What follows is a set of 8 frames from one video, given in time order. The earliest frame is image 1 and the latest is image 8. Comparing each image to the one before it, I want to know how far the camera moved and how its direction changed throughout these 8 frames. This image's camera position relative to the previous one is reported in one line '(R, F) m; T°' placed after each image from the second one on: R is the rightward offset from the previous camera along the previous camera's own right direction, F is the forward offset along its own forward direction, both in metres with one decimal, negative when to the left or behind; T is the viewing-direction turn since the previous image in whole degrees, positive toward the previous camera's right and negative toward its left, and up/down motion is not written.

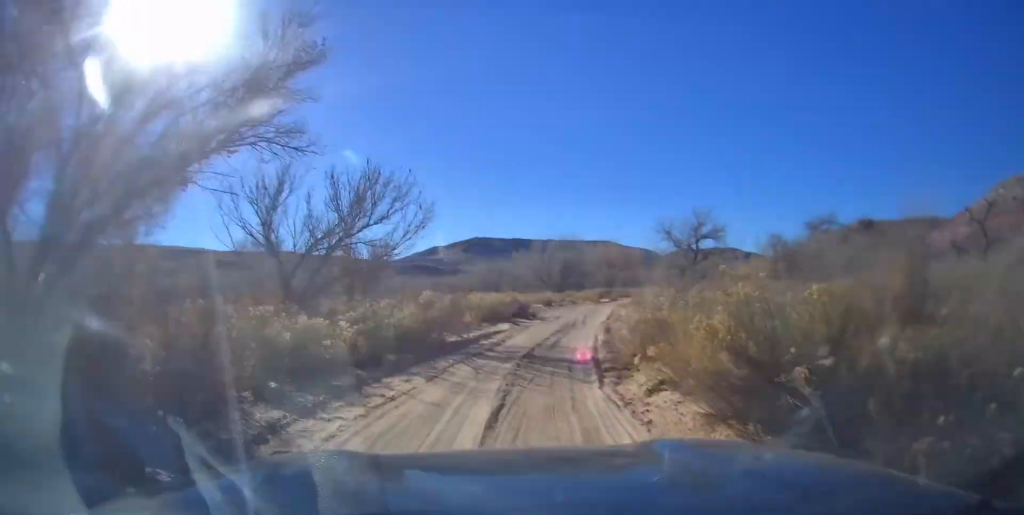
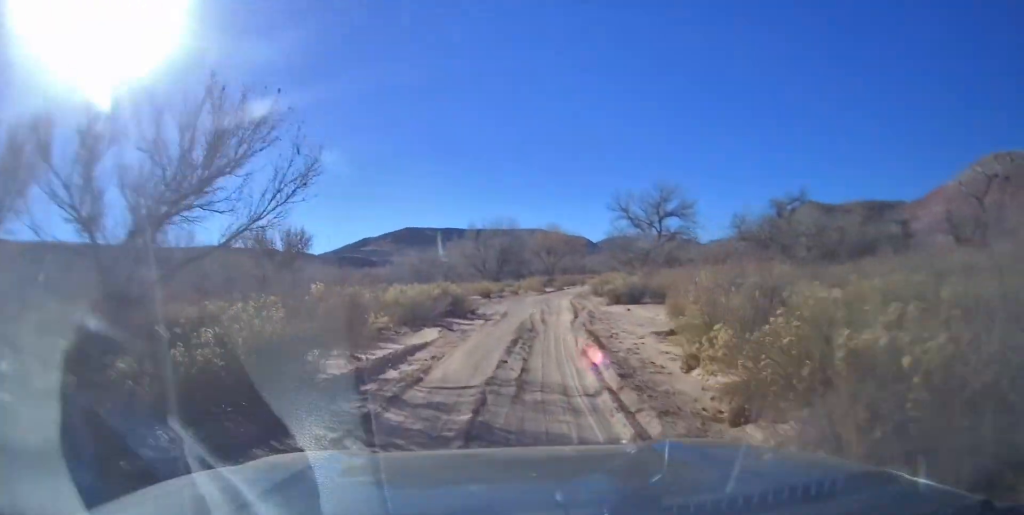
(+0.2, +8.7) m; +3°
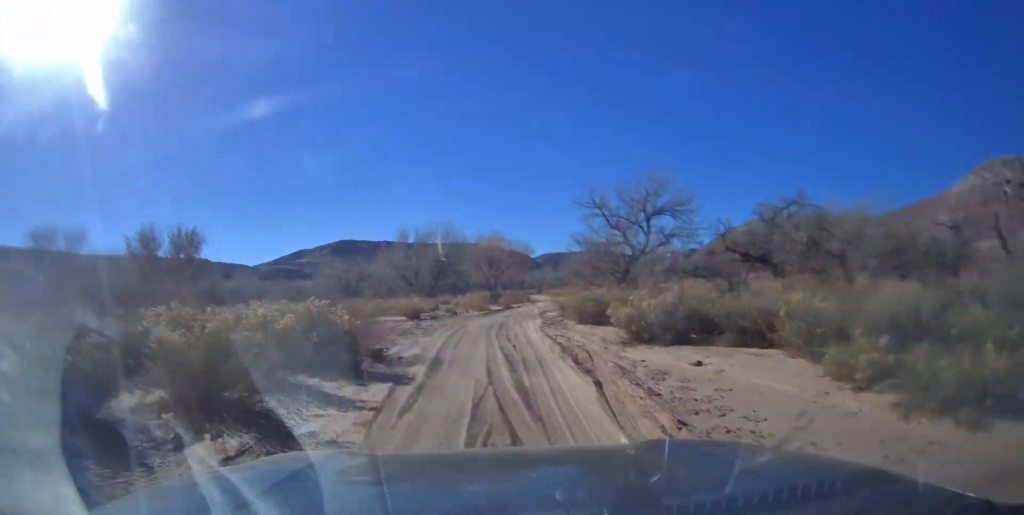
(+0.5, +12.3) m; +5°
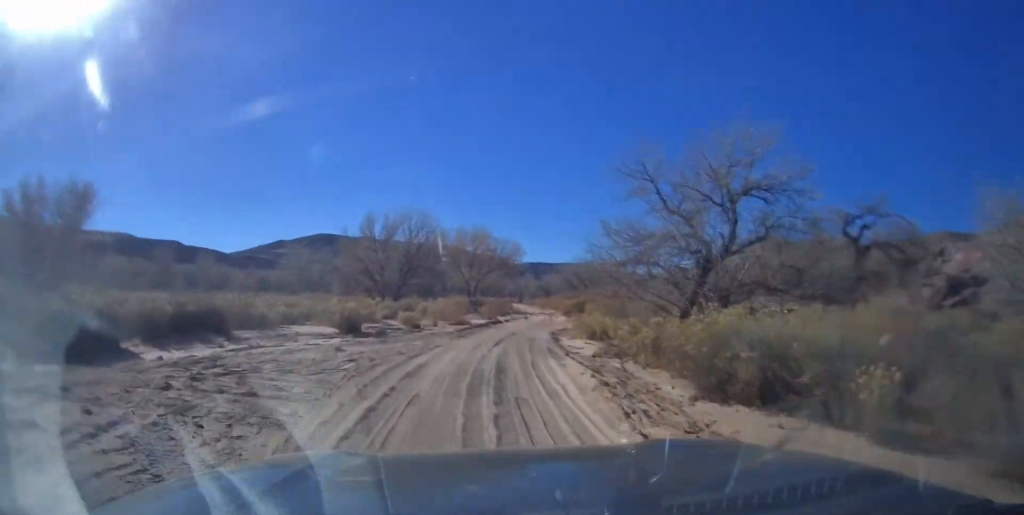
(+0.7, +13.6) m; +4°
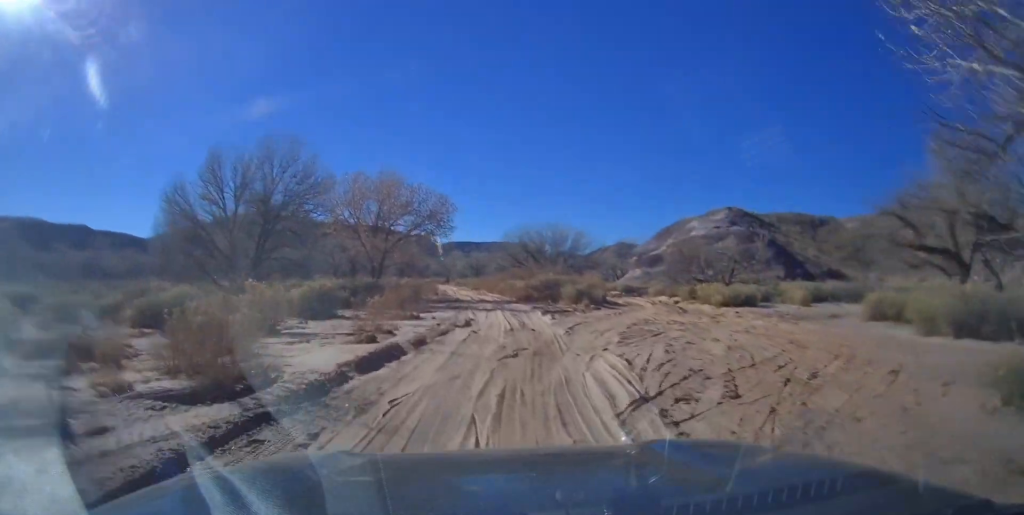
(+1.4, +24.4) m; +8°
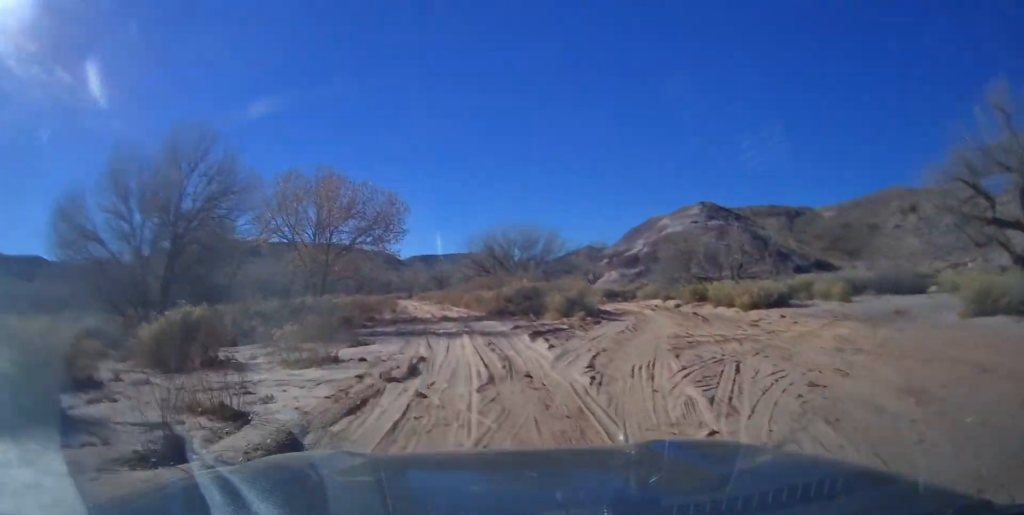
(+0.4, +7.9) m; +2°
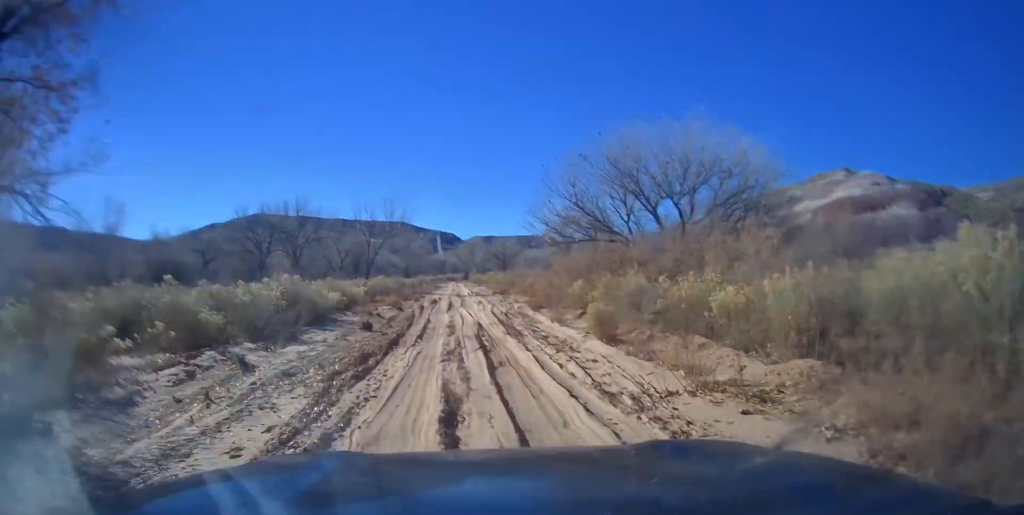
(+1.2, +36.1) m; 0°
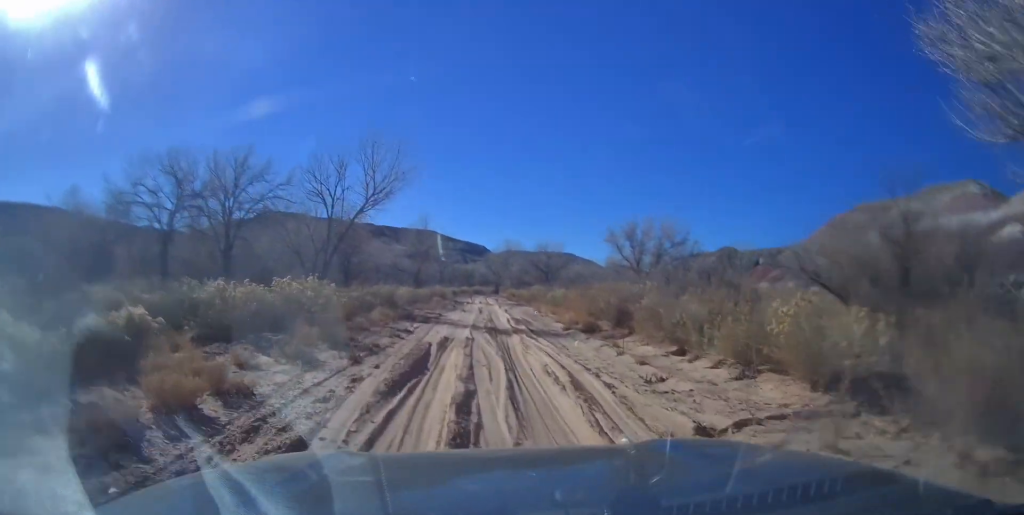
(-1.3, +26.3) m; -4°
